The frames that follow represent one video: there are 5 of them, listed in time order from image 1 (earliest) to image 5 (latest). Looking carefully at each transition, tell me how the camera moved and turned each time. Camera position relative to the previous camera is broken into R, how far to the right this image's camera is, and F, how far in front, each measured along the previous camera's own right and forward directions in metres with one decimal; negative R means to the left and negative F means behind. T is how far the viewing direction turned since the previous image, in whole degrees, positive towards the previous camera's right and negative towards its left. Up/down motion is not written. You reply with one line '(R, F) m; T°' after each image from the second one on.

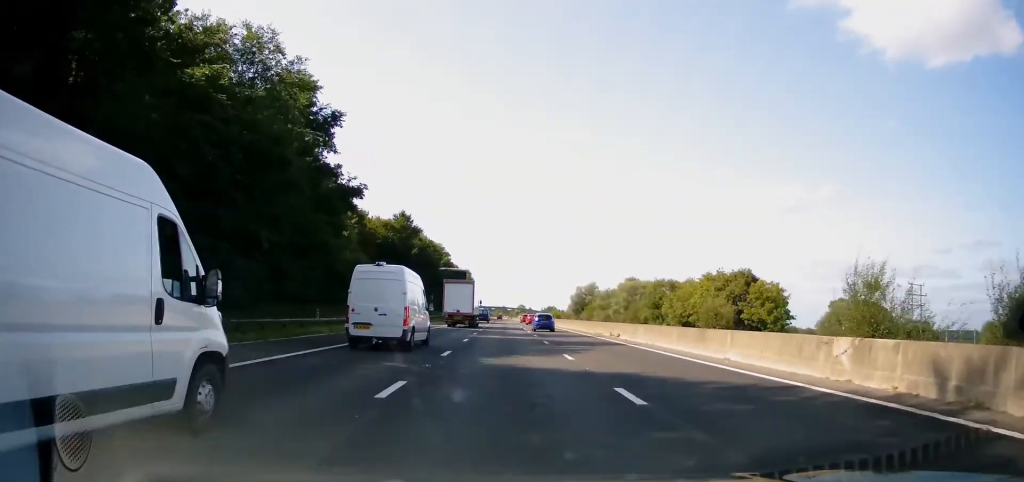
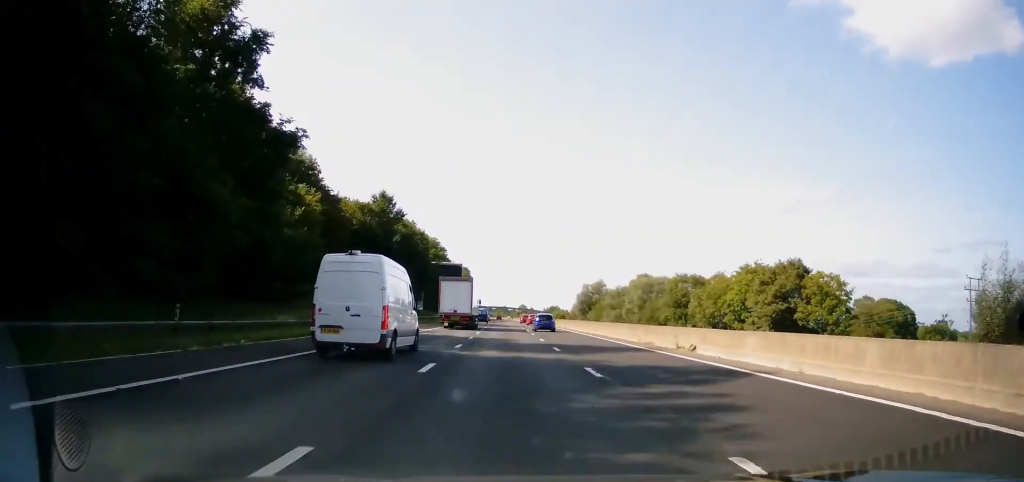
(0.0, +14.5) m; 0°
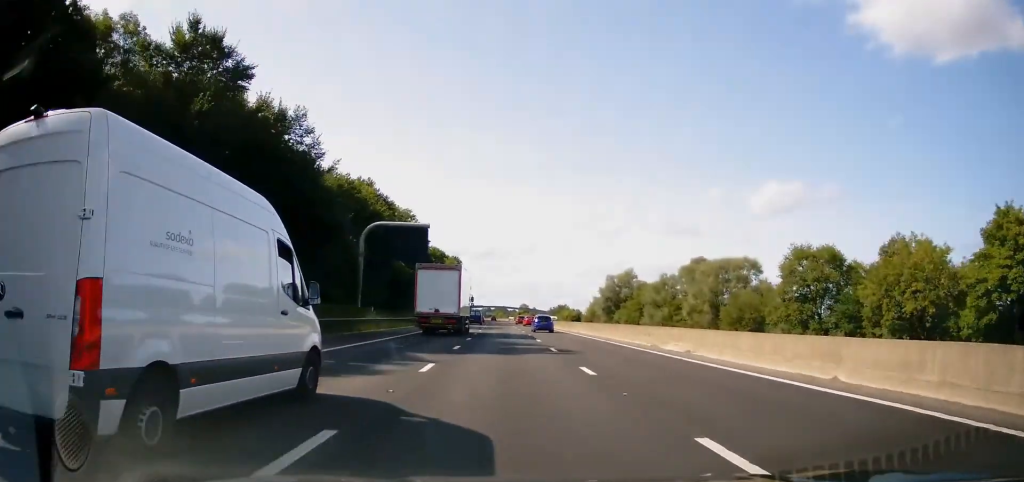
(+0.3, +44.6) m; 0°
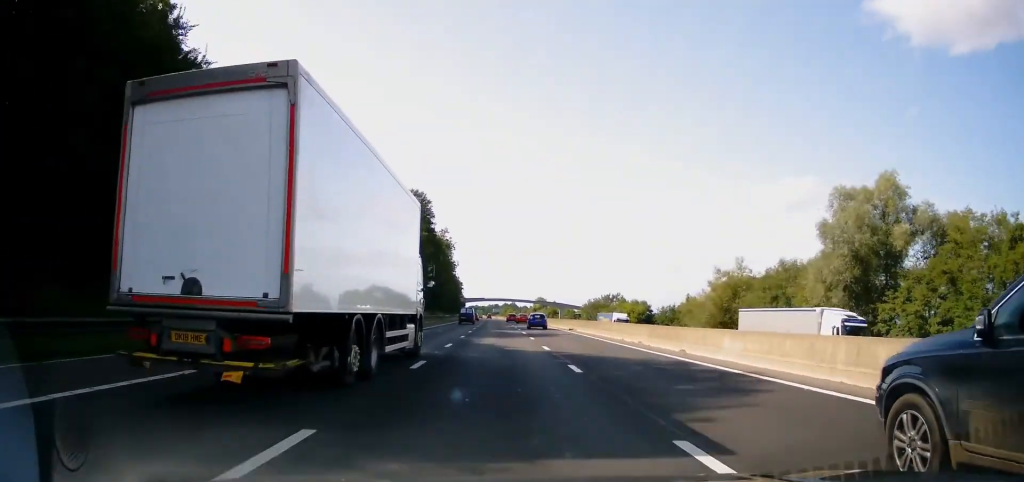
(-1.5, +93.5) m; -2°
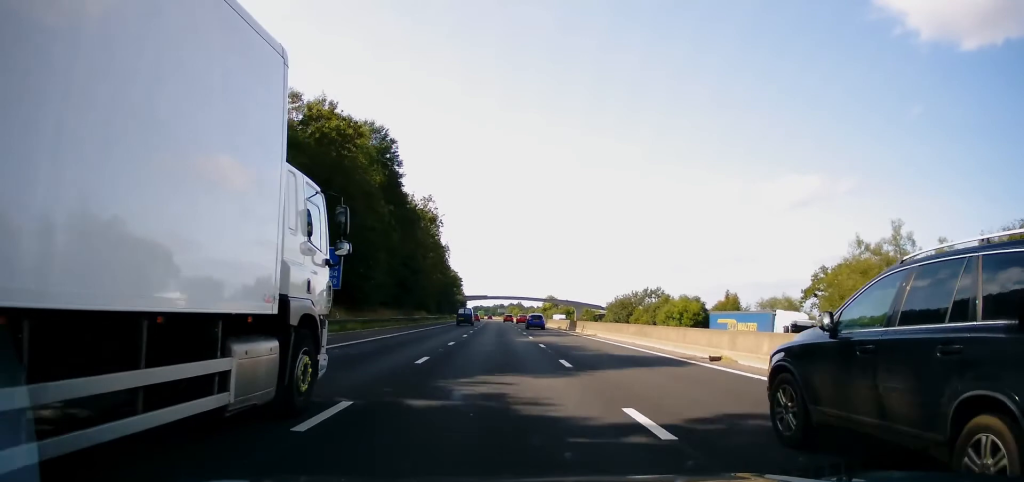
(-0.1, +26.5) m; 0°
